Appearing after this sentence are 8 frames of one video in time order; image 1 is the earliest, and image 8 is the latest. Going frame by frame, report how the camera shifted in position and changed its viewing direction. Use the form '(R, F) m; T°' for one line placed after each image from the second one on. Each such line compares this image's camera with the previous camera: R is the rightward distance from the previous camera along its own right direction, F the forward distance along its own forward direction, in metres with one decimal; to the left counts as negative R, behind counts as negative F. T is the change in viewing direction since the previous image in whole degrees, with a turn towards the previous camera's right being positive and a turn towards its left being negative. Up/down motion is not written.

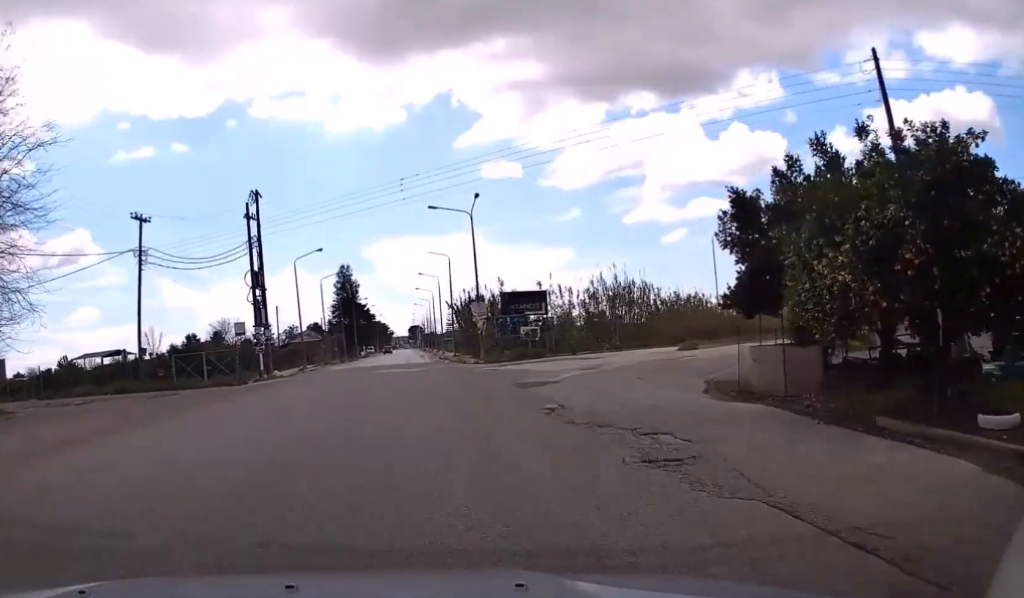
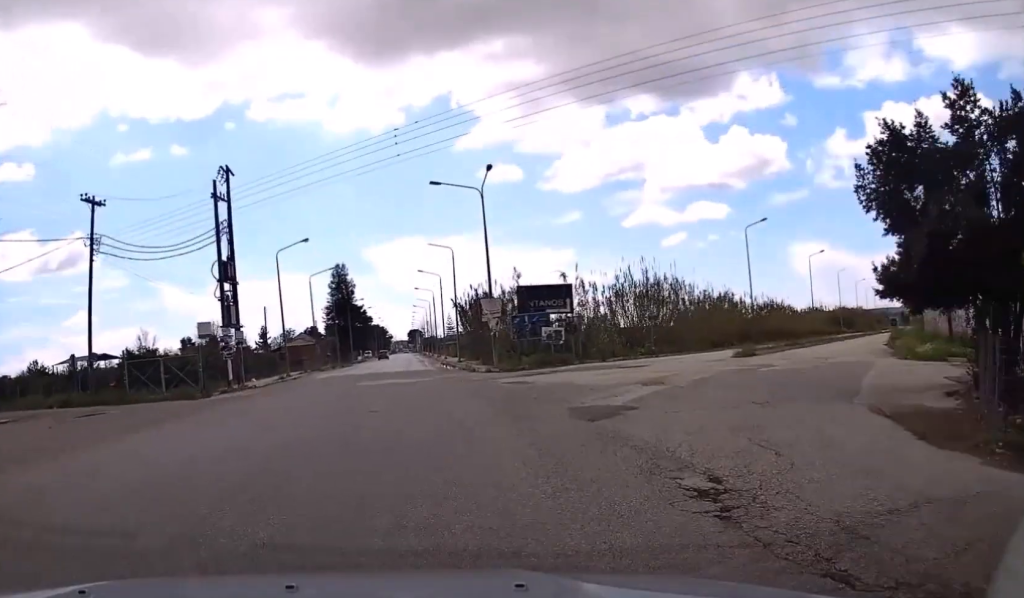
(-0.1, +8.2) m; -1°
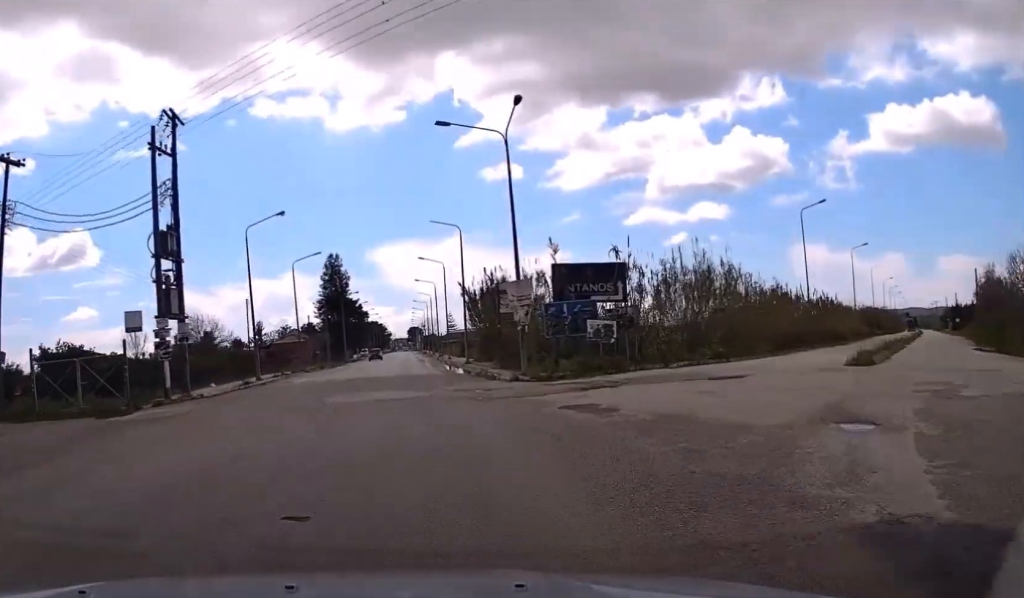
(-0.1, +10.1) m; -1°
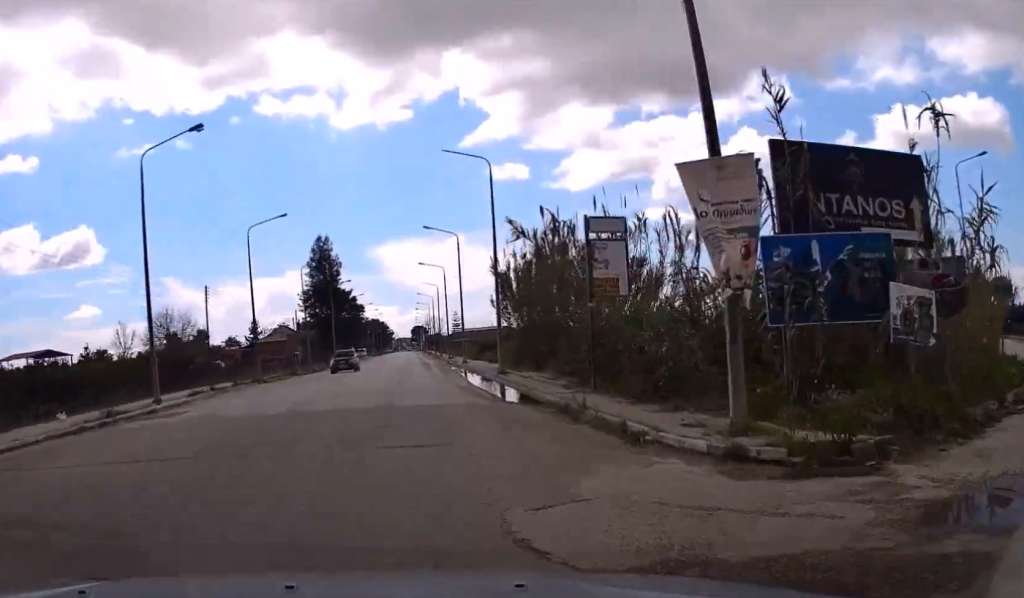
(-0.1, +18.6) m; 0°
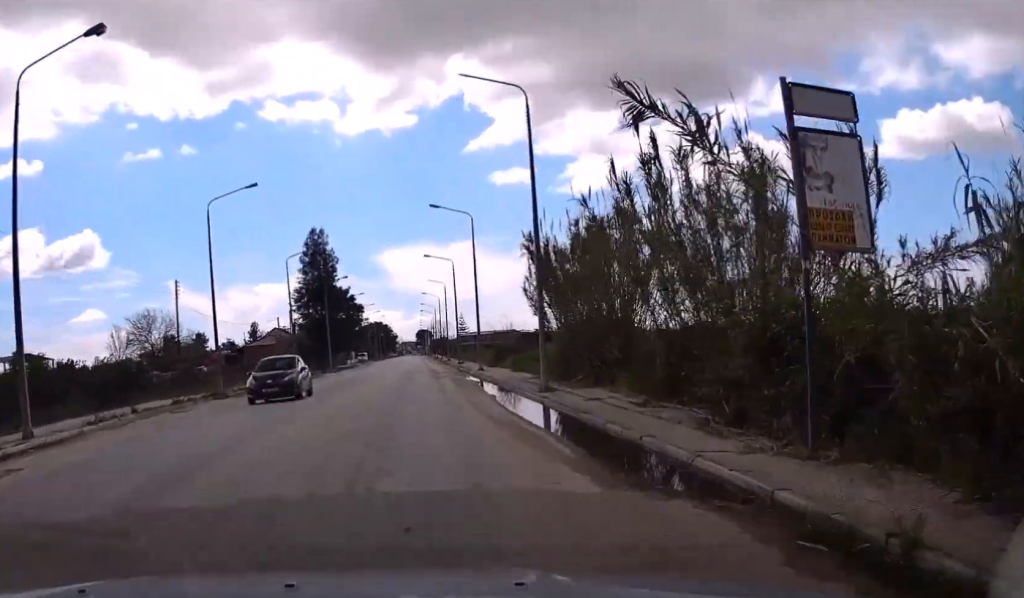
(0.0, +9.9) m; 0°
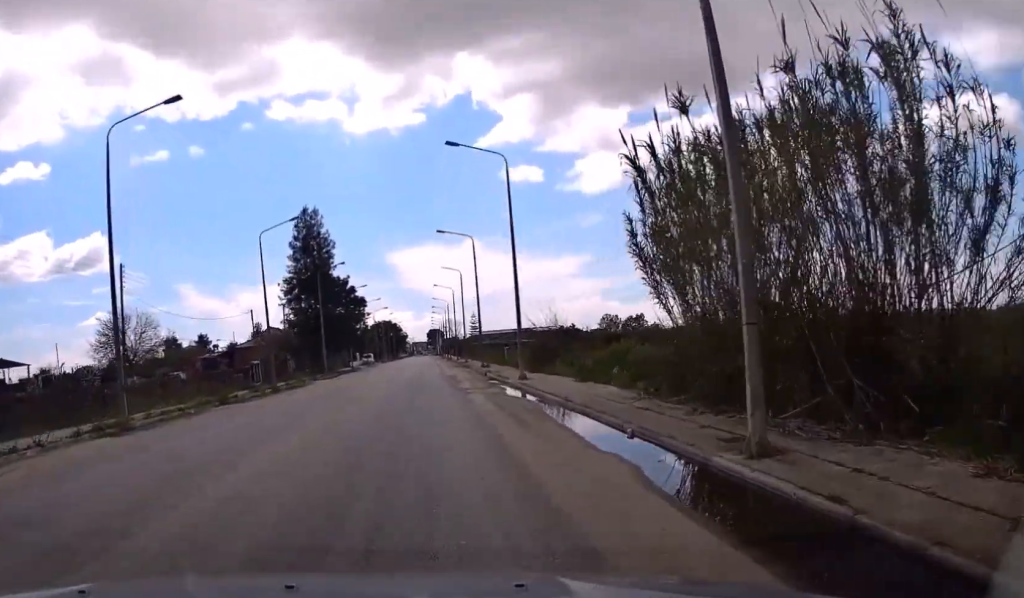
(0.0, +13.1) m; -1°
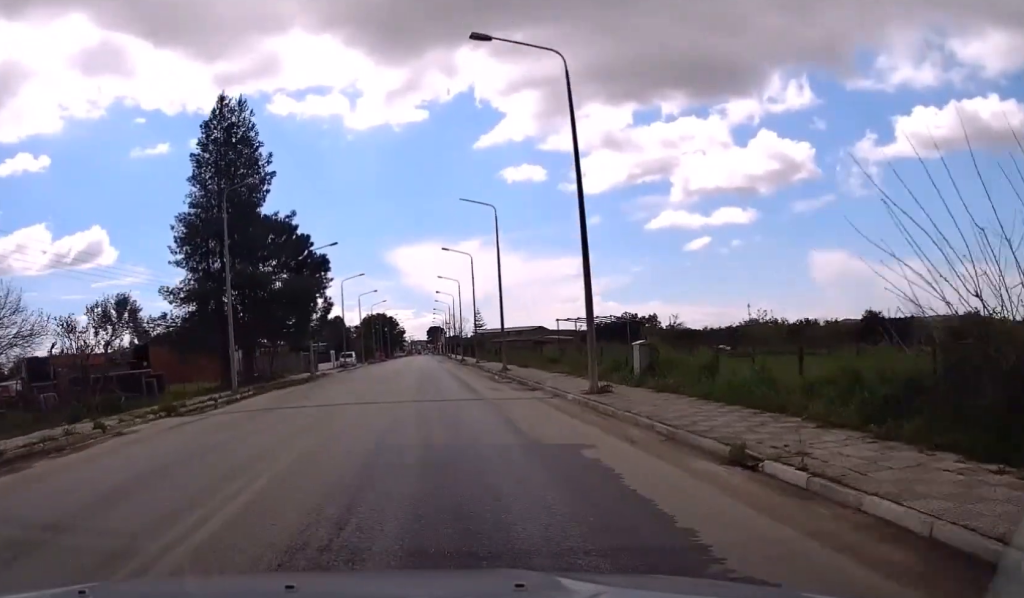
(0.0, +32.7) m; +1°
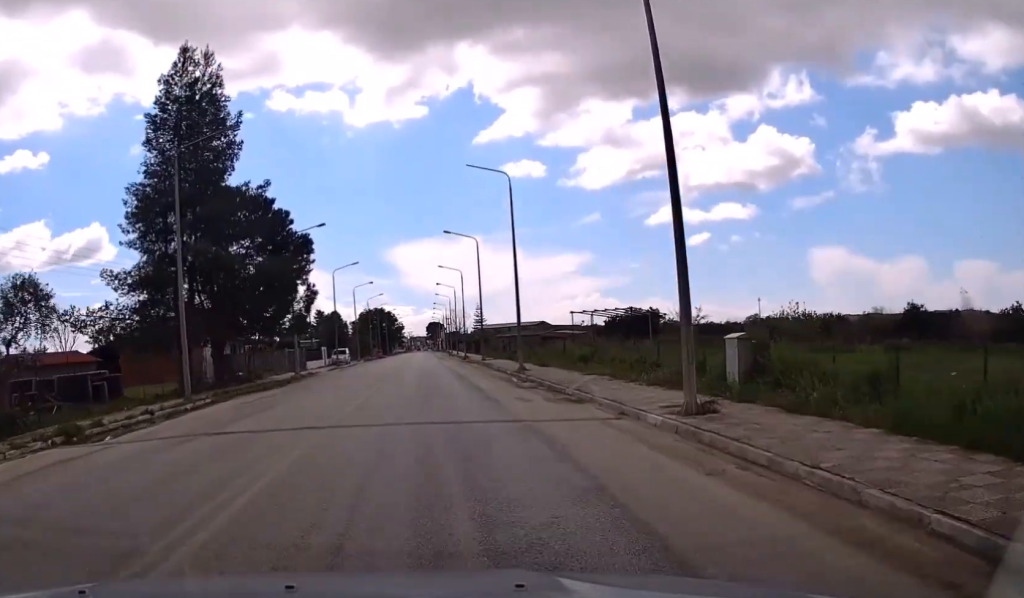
(0.0, +6.6) m; 0°
